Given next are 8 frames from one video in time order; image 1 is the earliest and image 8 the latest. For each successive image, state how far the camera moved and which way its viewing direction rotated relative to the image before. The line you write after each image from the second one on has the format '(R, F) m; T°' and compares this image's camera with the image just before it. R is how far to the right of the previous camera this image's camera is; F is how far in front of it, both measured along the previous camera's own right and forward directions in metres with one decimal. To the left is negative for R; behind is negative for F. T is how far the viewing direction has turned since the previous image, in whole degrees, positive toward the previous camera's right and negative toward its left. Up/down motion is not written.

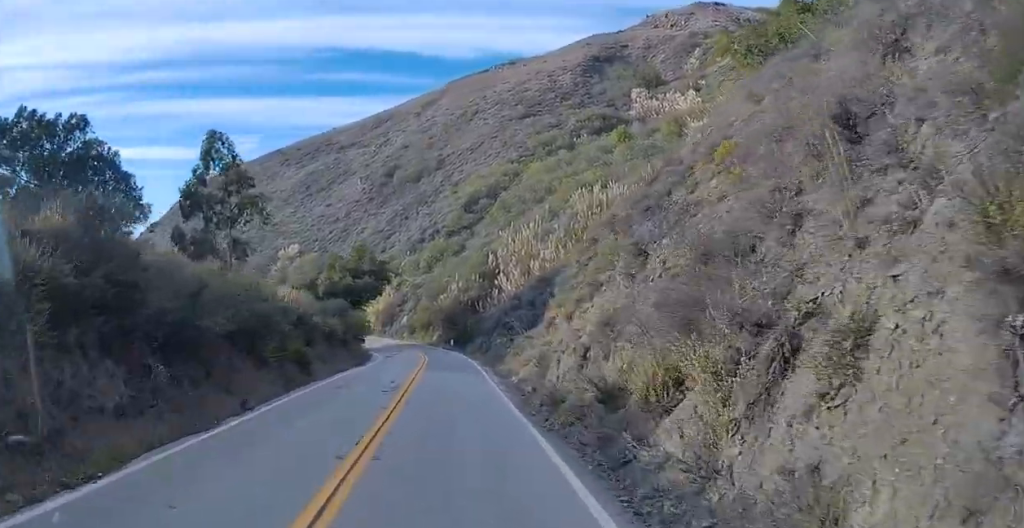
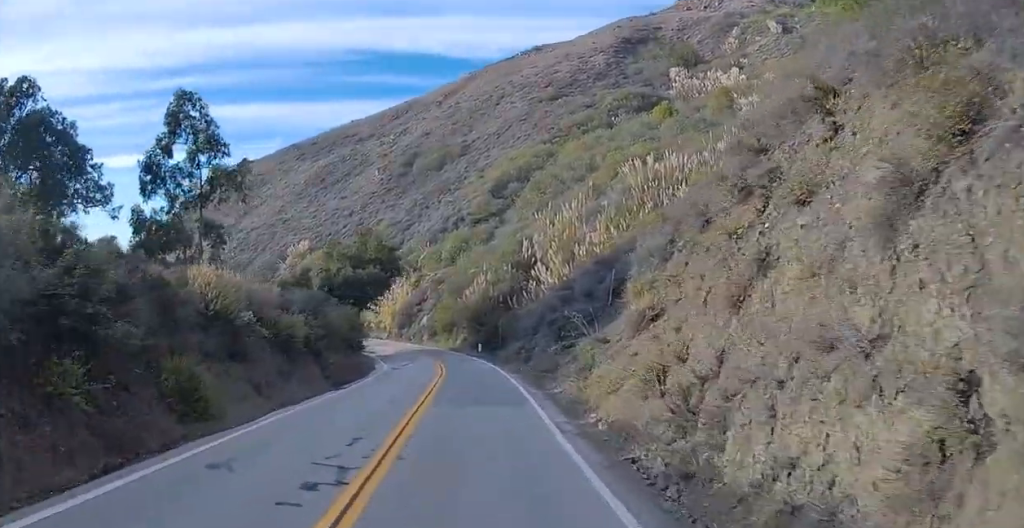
(-0.4, +14.7) m; +2°
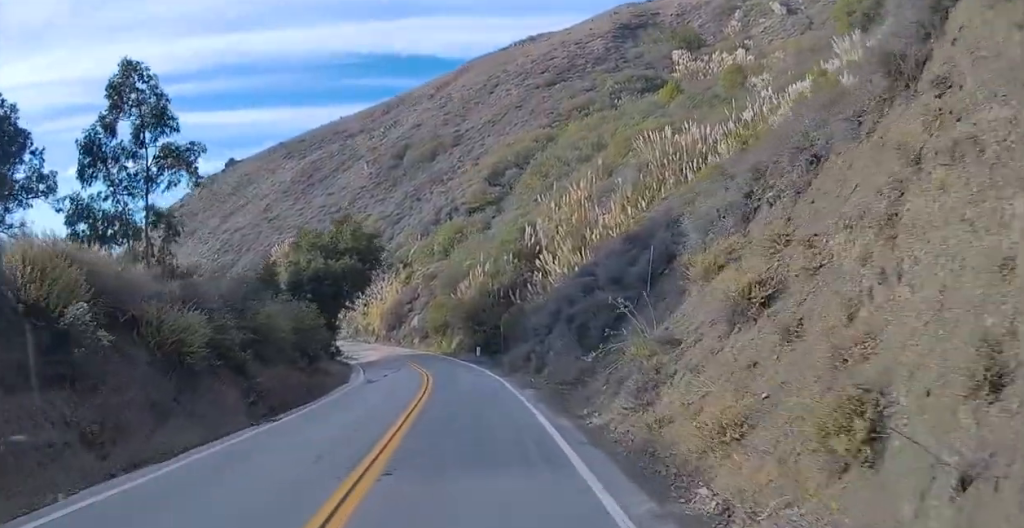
(0.0, +9.2) m; -1°
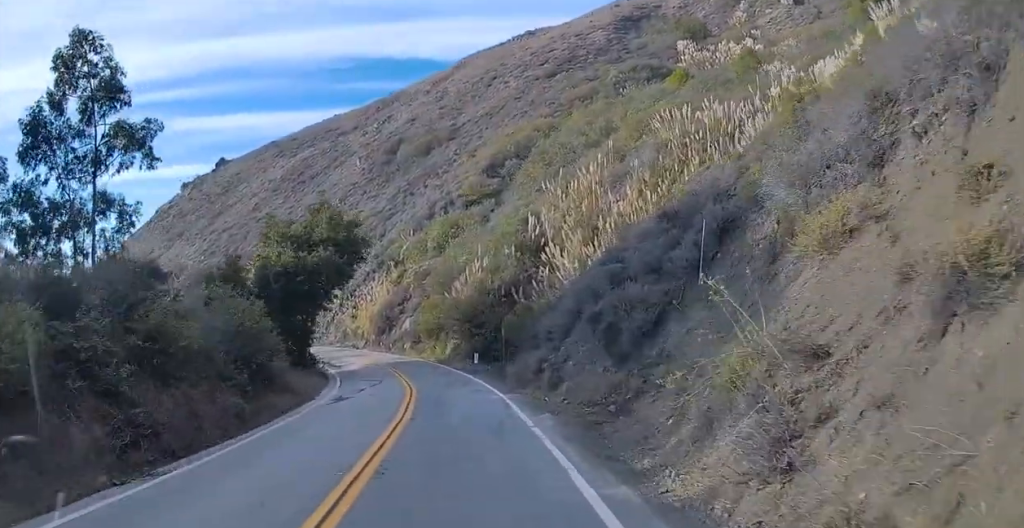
(+1.3, +7.0) m; -6°
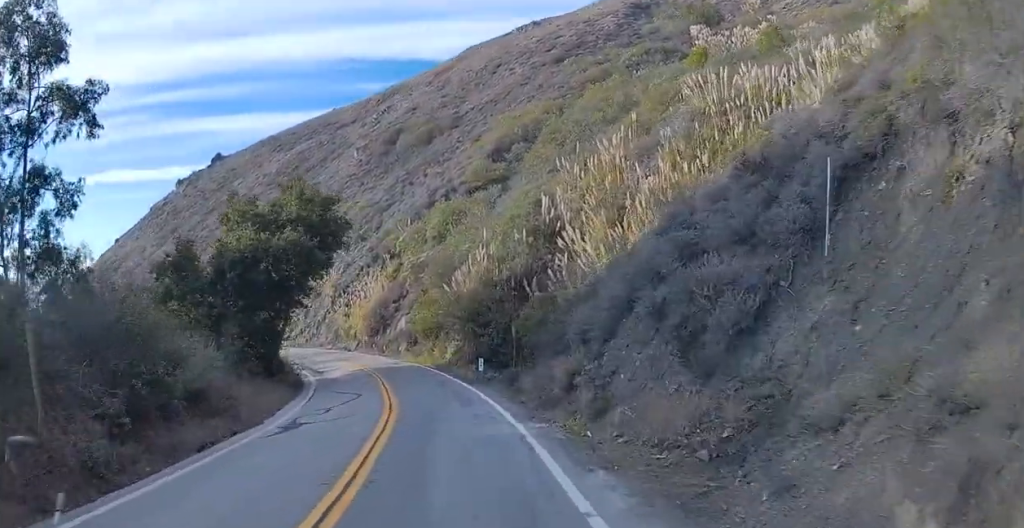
(-0.2, +6.9) m; -9°
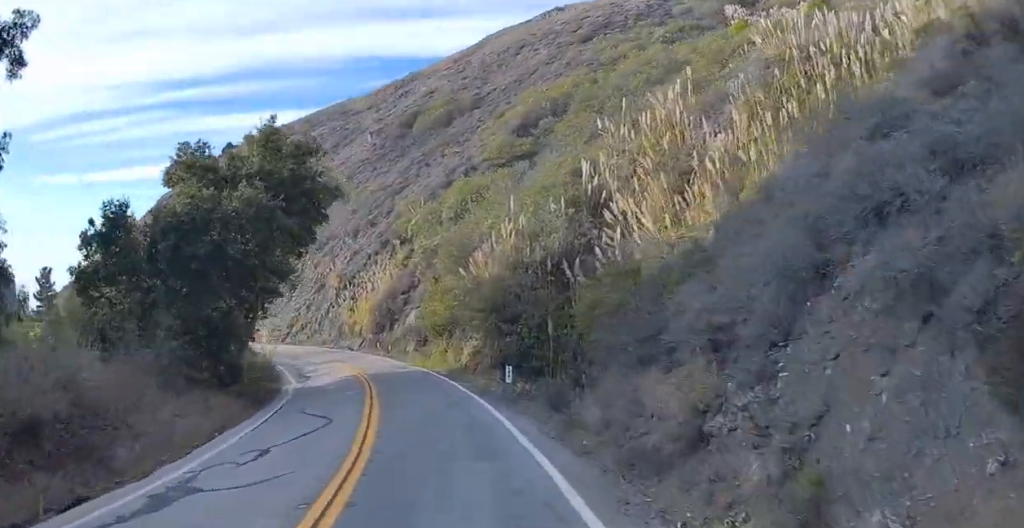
(-2.7, +7.3) m; -13°
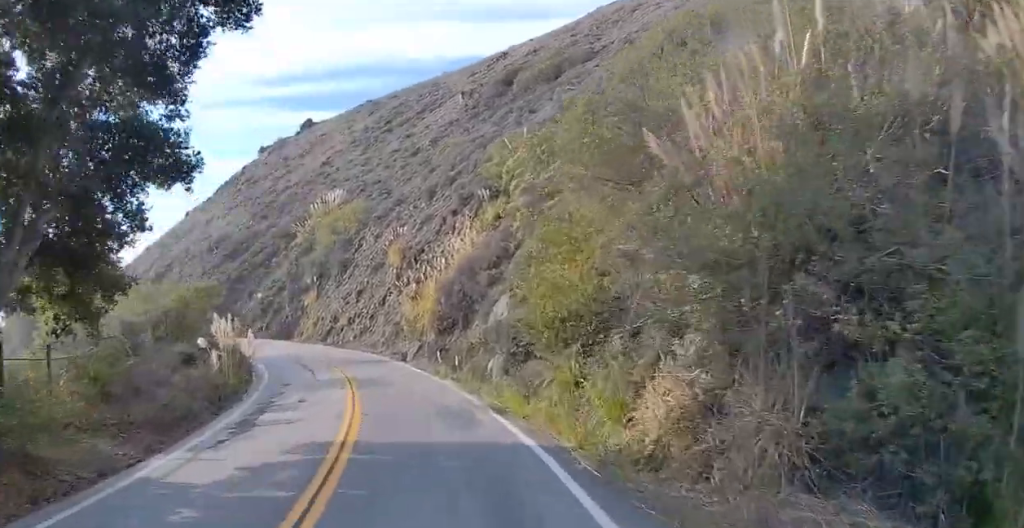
(+0.2, +23.6) m; +1°
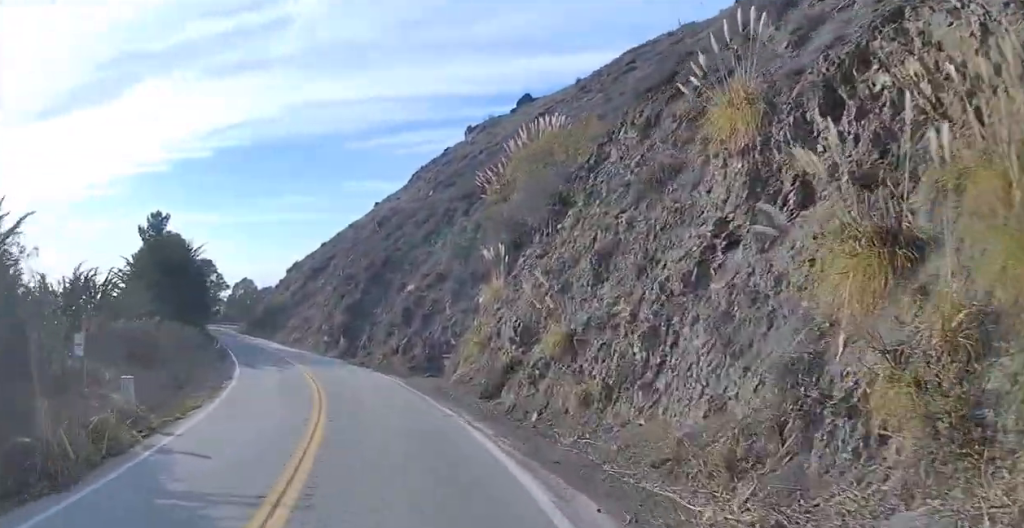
(0.0, +42.5) m; -6°
